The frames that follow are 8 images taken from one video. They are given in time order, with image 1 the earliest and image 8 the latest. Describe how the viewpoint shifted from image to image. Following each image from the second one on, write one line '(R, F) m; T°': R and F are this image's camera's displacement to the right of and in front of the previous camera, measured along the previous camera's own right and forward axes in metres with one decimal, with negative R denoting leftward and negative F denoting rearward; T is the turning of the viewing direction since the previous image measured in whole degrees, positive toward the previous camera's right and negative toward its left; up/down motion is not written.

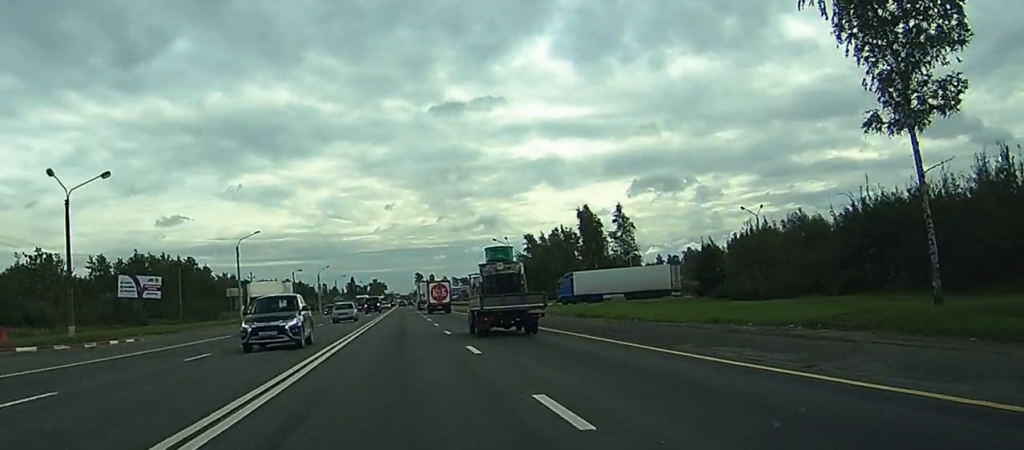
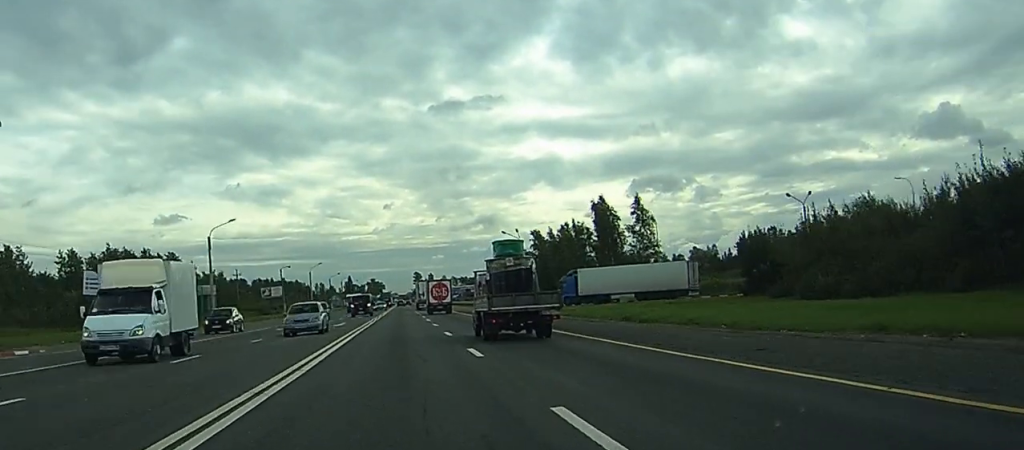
(0.0, +13.3) m; 0°
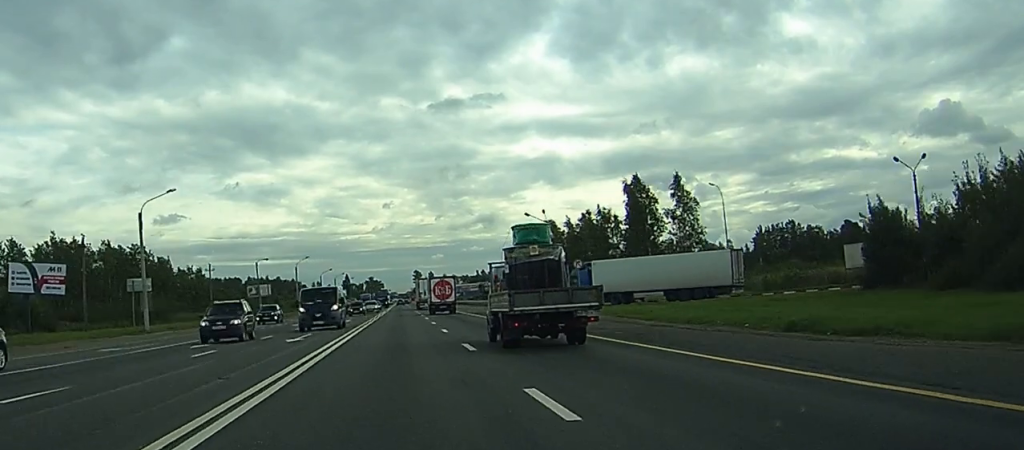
(0.0, +22.0) m; 0°
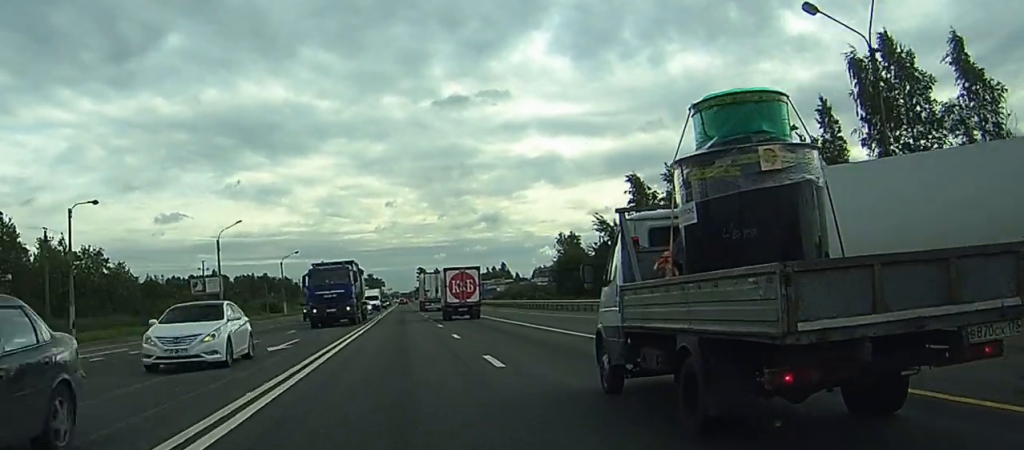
(-0.3, +65.5) m; -1°
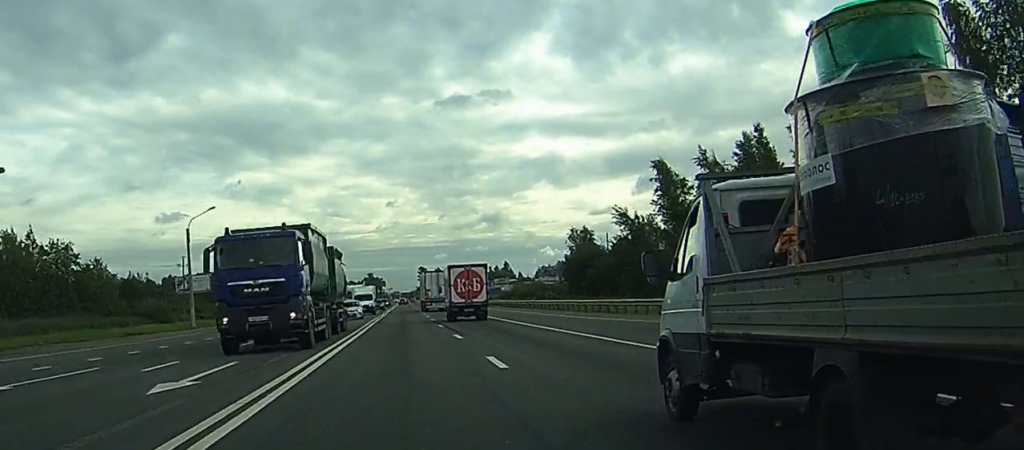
(0.0, +12.3) m; 0°
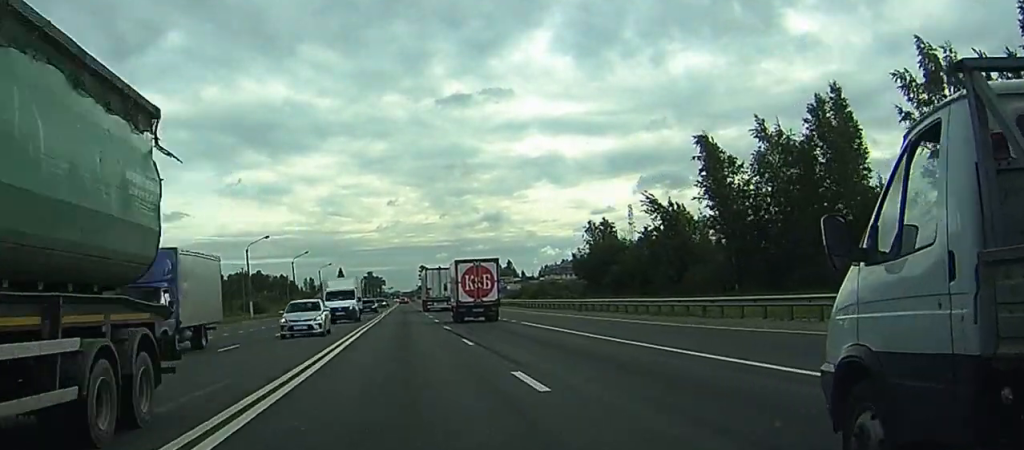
(-0.1, +16.1) m; 0°
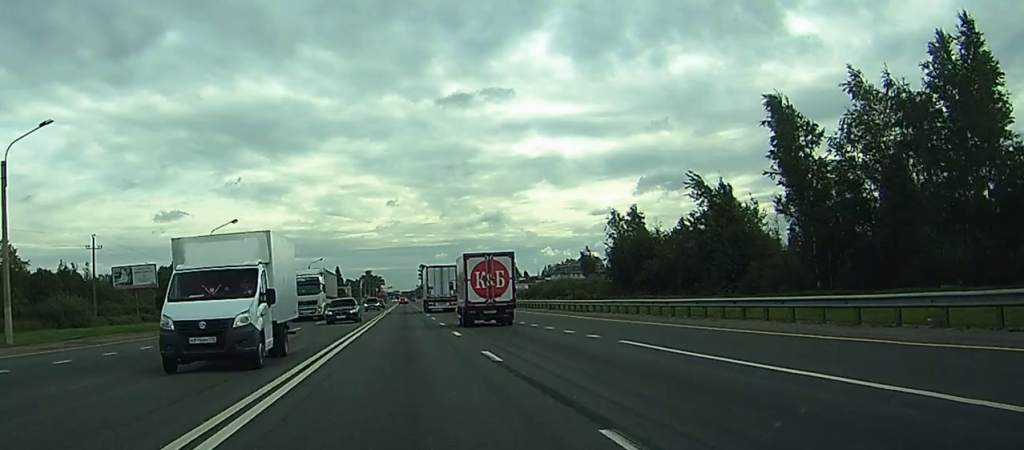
(+0.1, +18.3) m; 0°
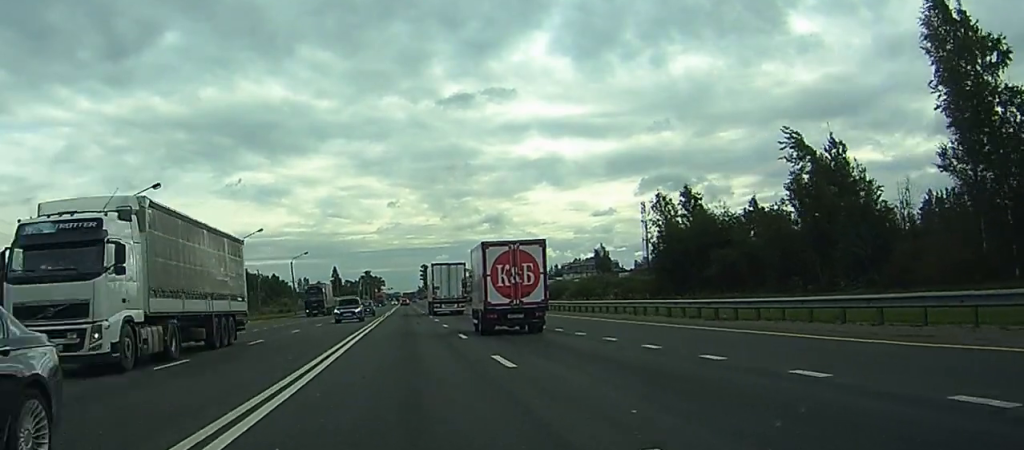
(0.0, +25.3) m; 0°
